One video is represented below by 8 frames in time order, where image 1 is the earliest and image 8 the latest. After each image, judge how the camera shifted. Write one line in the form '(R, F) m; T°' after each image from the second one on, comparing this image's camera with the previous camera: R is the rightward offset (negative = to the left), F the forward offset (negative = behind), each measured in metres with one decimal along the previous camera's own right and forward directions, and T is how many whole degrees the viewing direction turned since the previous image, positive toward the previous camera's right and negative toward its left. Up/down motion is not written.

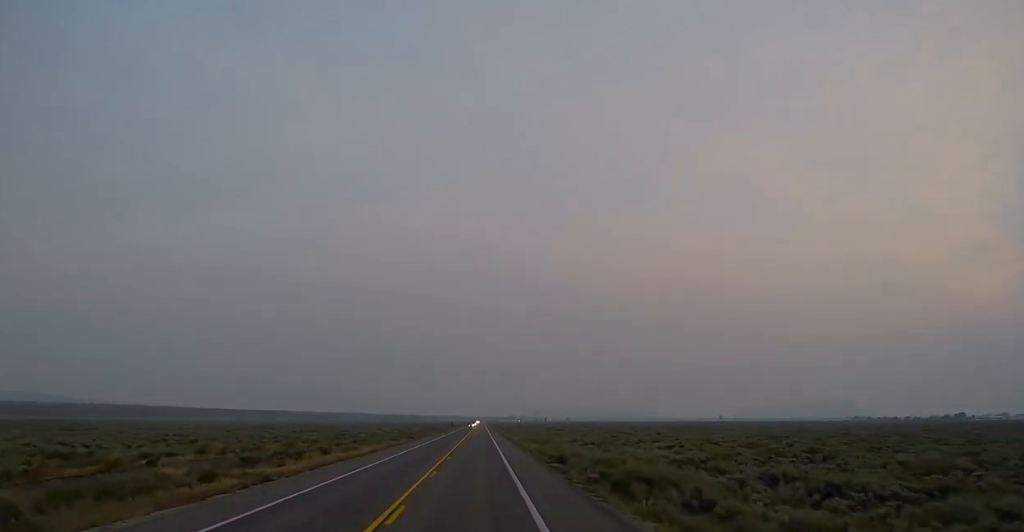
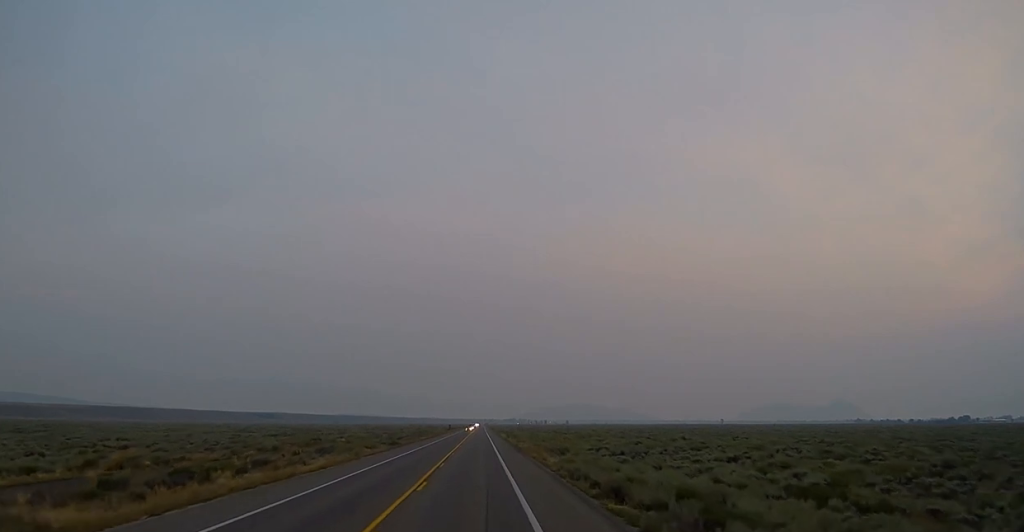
(+0.2, +16.9) m; 0°
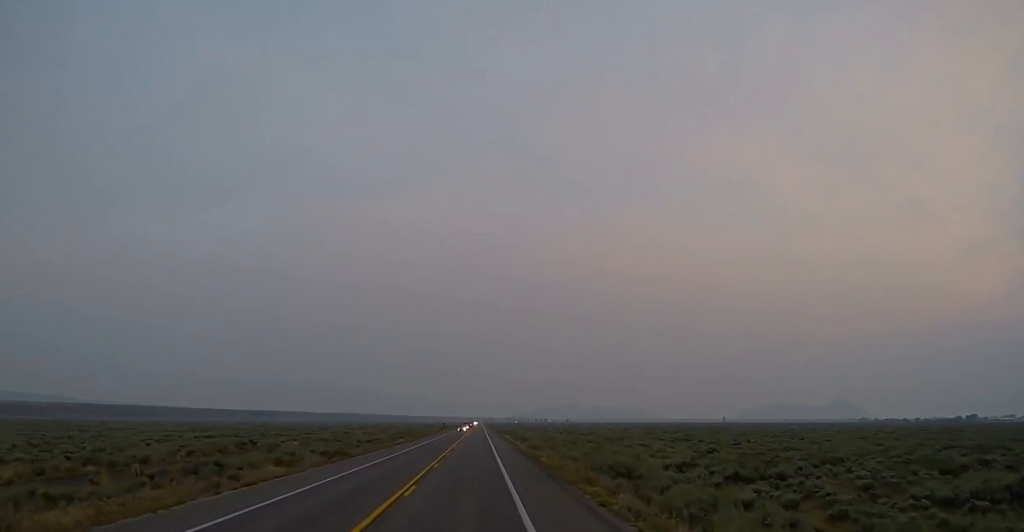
(0.0, +27.6) m; 0°
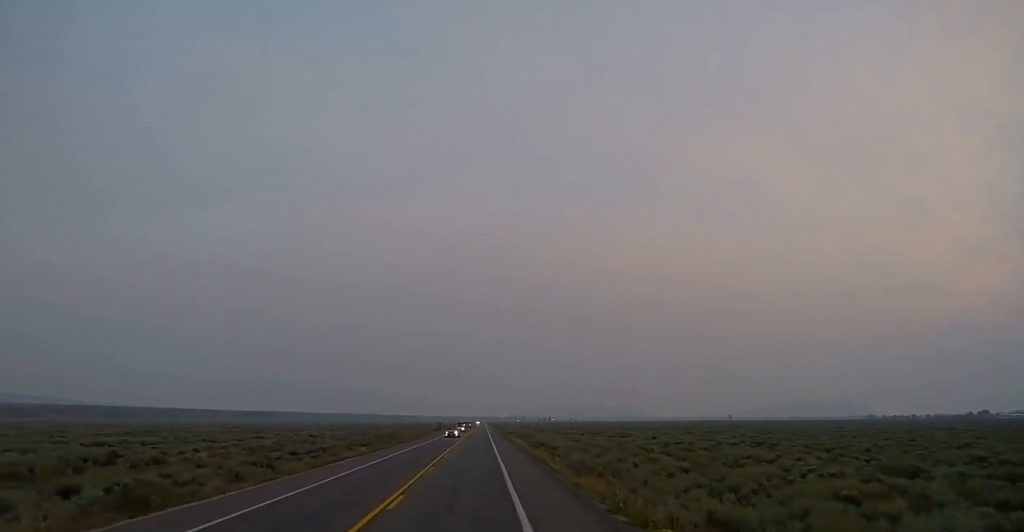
(-0.1, +26.5) m; 0°
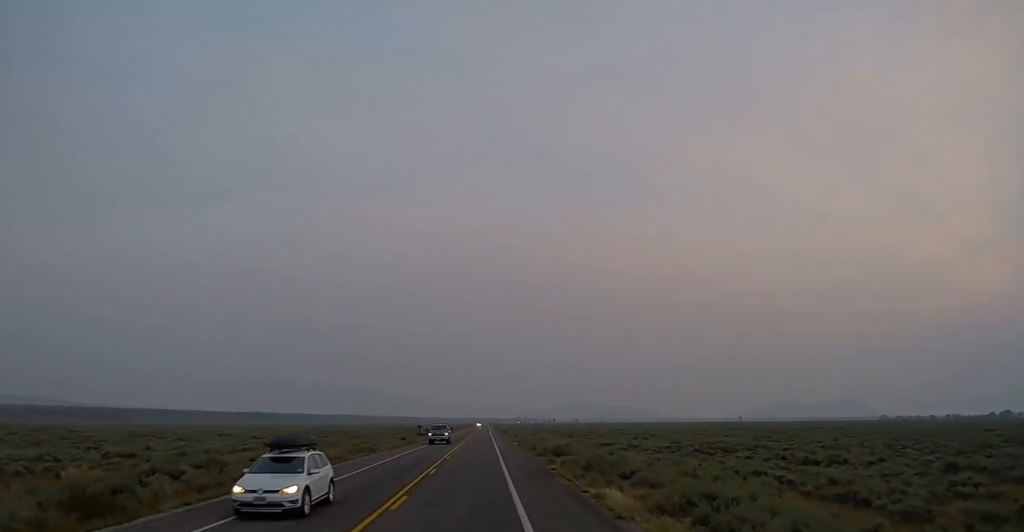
(+0.5, +59.9) m; 0°
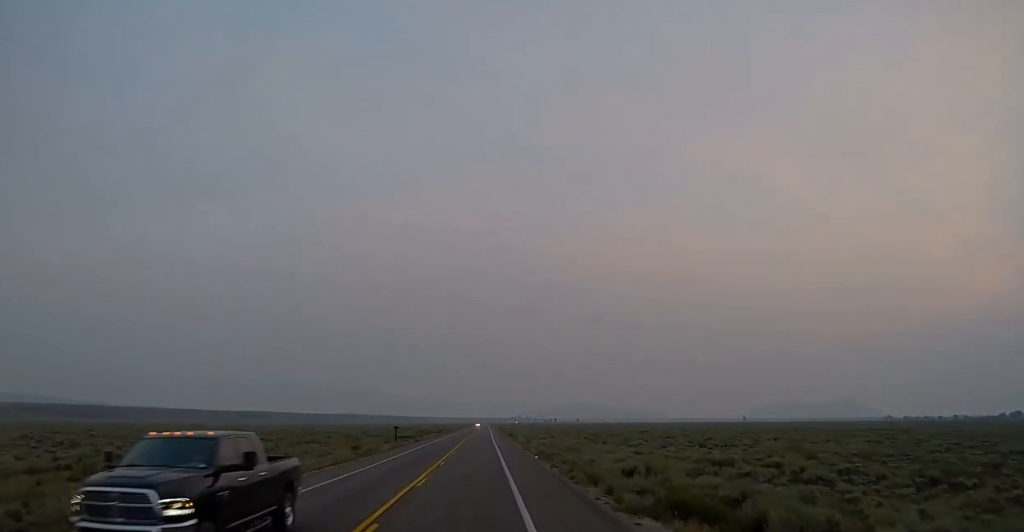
(-0.3, +31.0) m; -1°
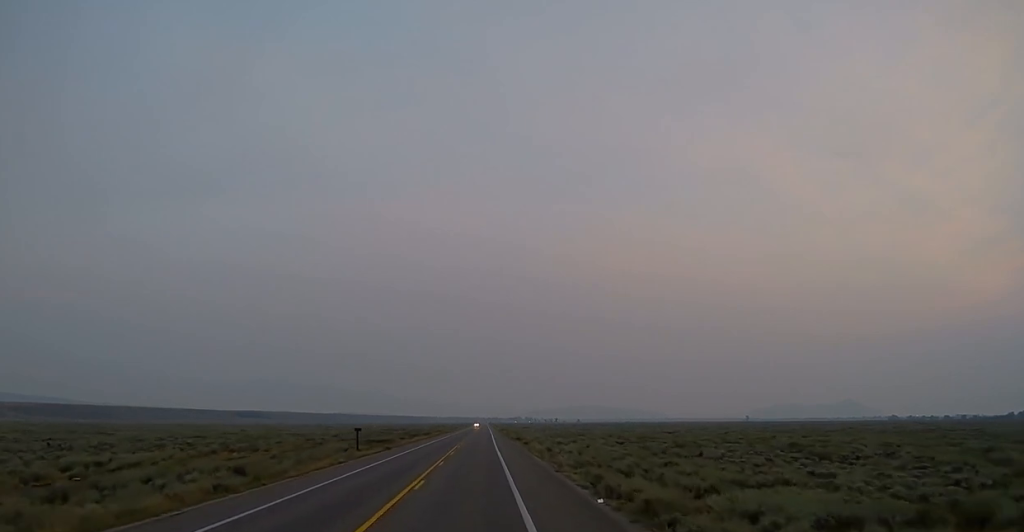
(0.0, +24.6) m; 0°
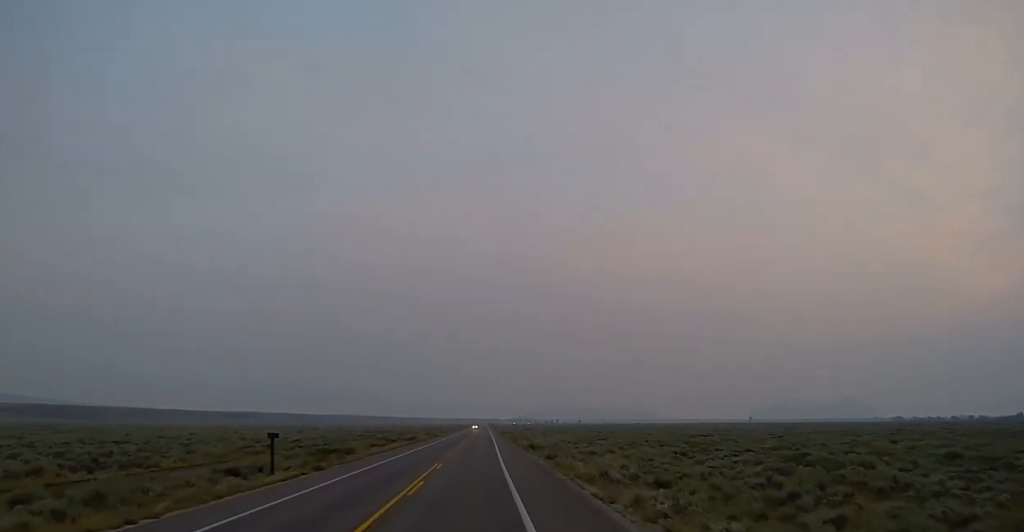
(0.0, +23.3) m; 0°
